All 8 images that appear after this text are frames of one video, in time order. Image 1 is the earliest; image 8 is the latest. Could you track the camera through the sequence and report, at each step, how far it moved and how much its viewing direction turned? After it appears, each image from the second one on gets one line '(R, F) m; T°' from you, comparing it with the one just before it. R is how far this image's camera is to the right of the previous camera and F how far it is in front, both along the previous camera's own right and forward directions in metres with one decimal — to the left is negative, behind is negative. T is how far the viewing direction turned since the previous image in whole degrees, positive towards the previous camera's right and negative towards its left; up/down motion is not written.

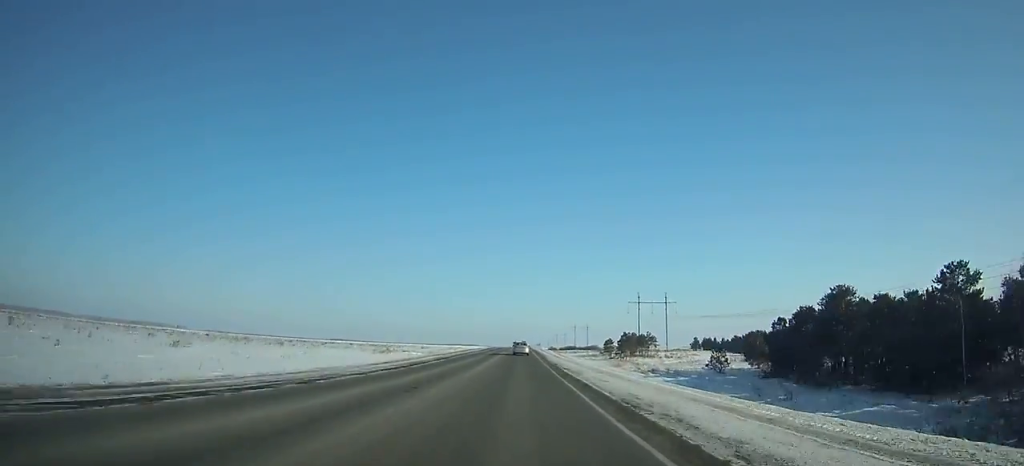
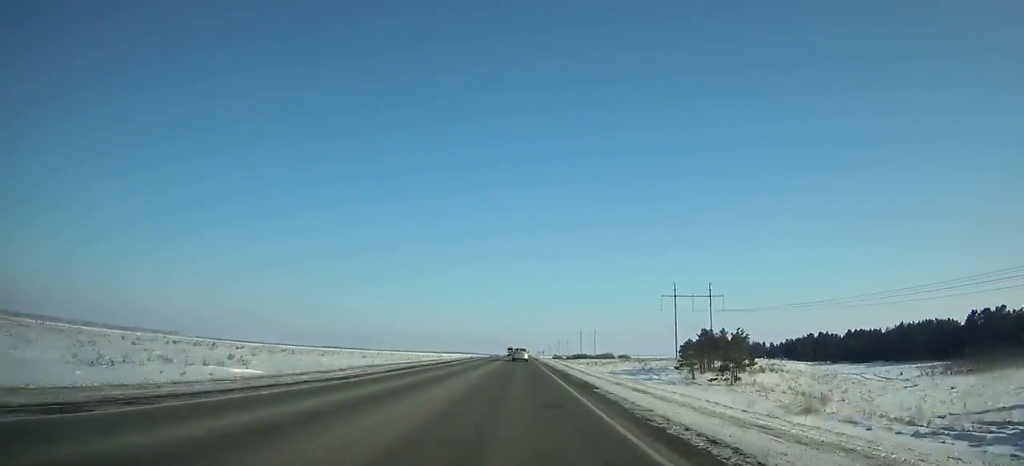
(0.0, +67.2) m; 0°
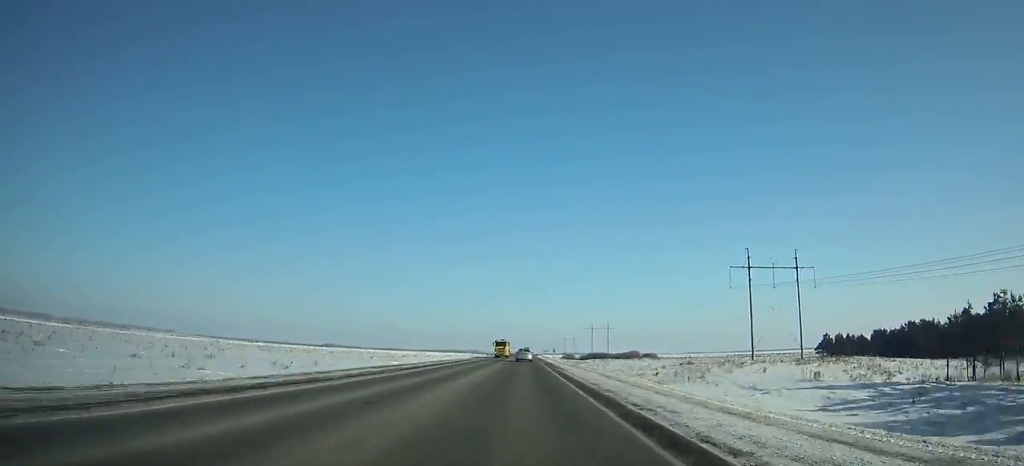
(0.0, +67.3) m; 0°
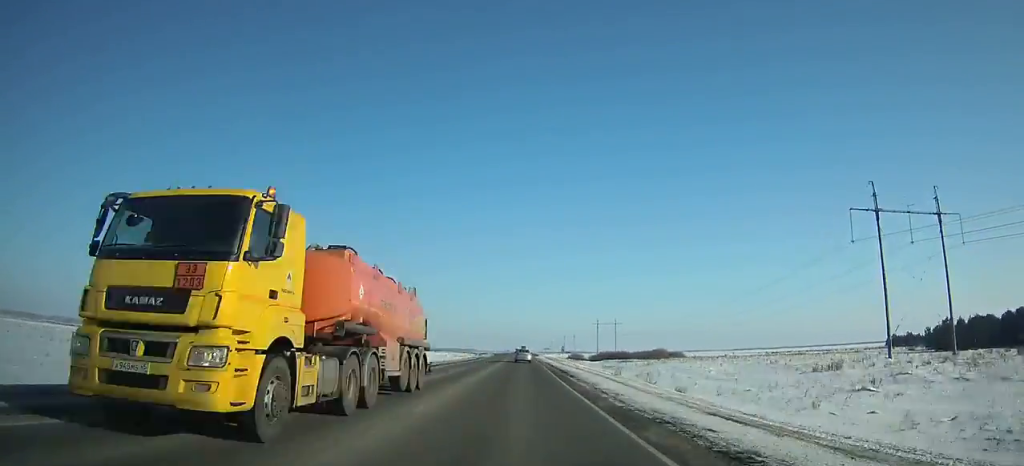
(-0.1, +58.3) m; 0°
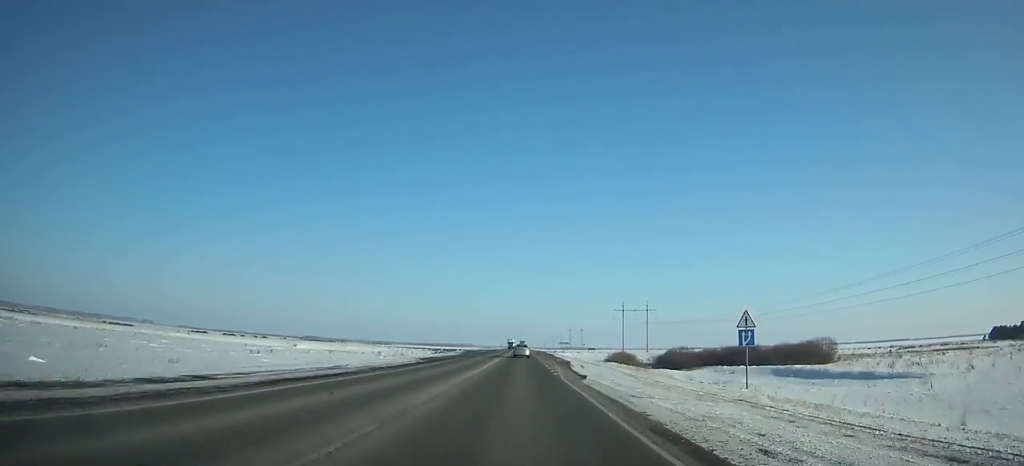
(+0.1, +113.3) m; 0°
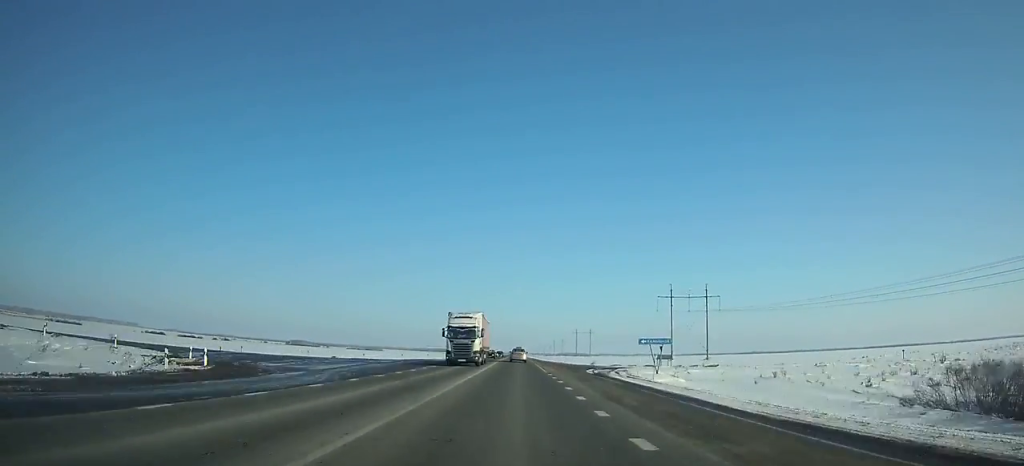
(+0.1, +107.0) m; 0°
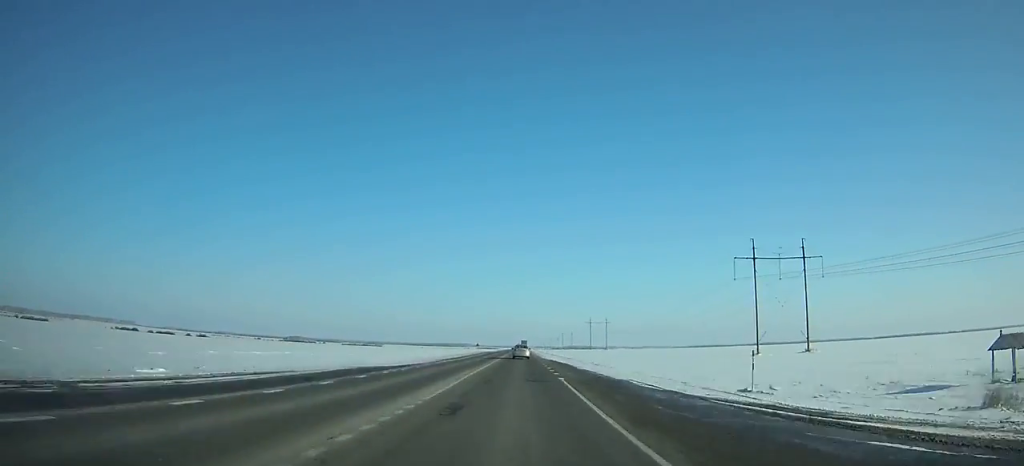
(-0.1, +74.8) m; 0°
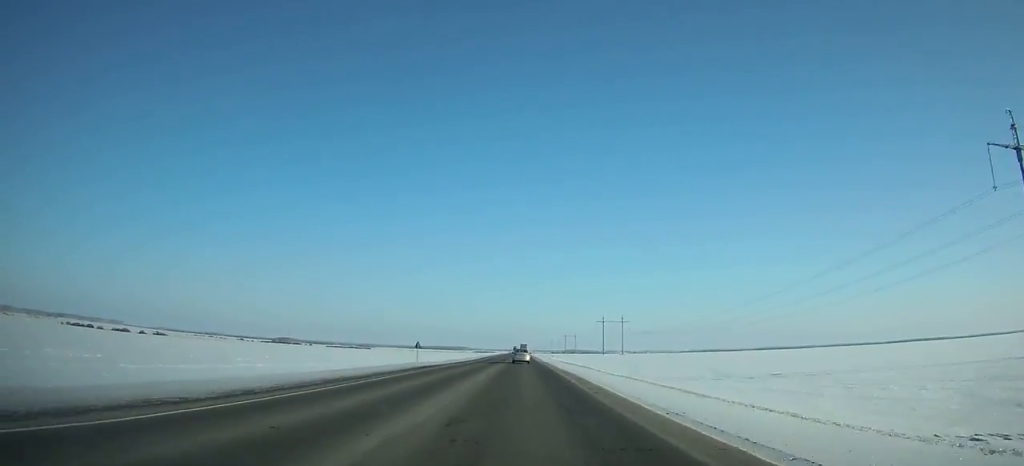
(-0.2, +83.2) m; 0°
